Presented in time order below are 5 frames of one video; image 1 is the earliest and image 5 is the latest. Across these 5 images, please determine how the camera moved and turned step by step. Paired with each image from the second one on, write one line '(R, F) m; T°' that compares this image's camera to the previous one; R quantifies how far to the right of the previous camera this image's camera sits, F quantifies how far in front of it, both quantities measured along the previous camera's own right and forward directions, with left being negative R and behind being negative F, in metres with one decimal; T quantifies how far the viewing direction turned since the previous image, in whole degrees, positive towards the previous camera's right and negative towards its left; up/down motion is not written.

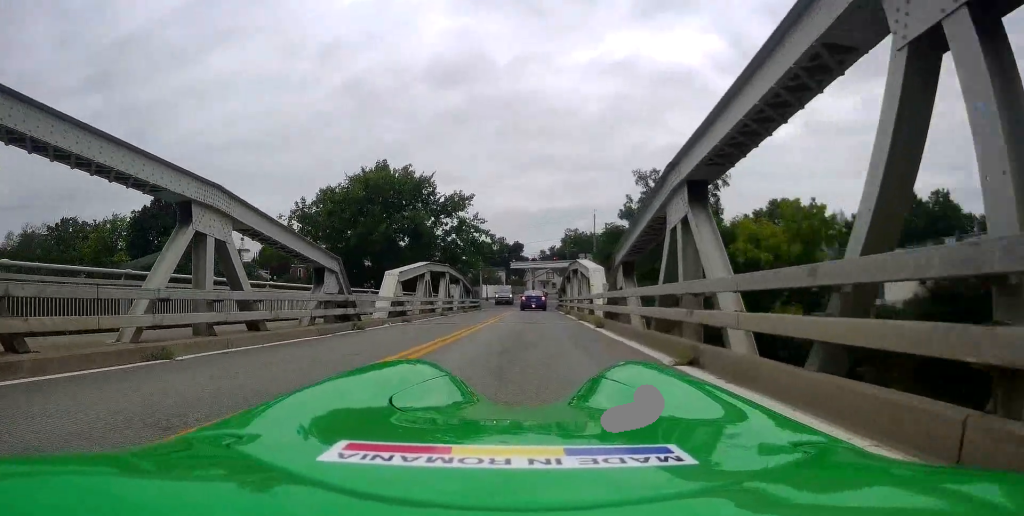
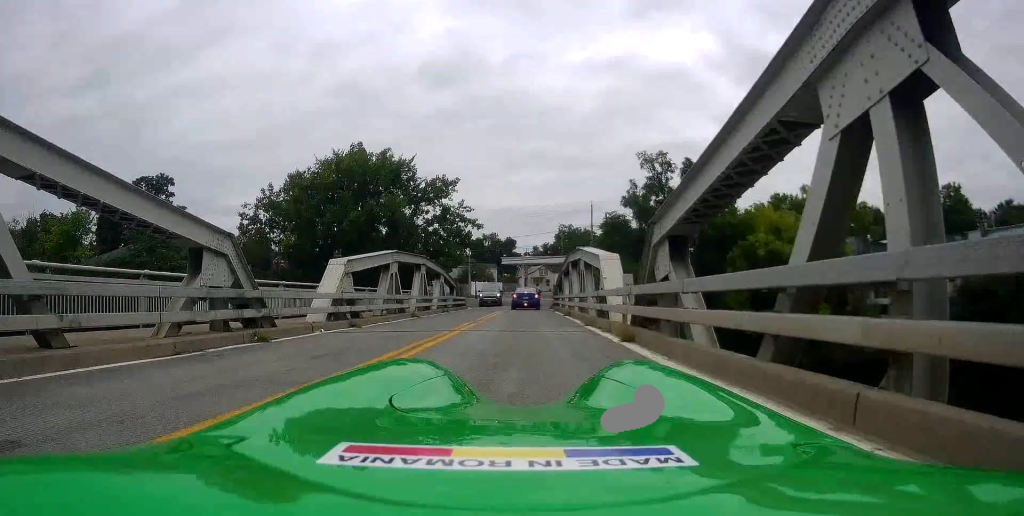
(0.0, +6.2) m; +1°
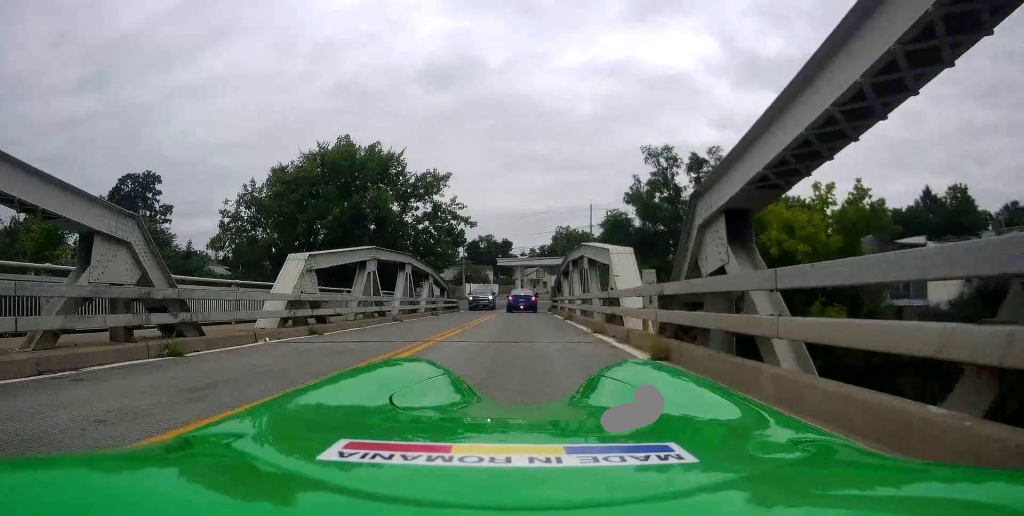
(+0.2, +3.1) m; 0°
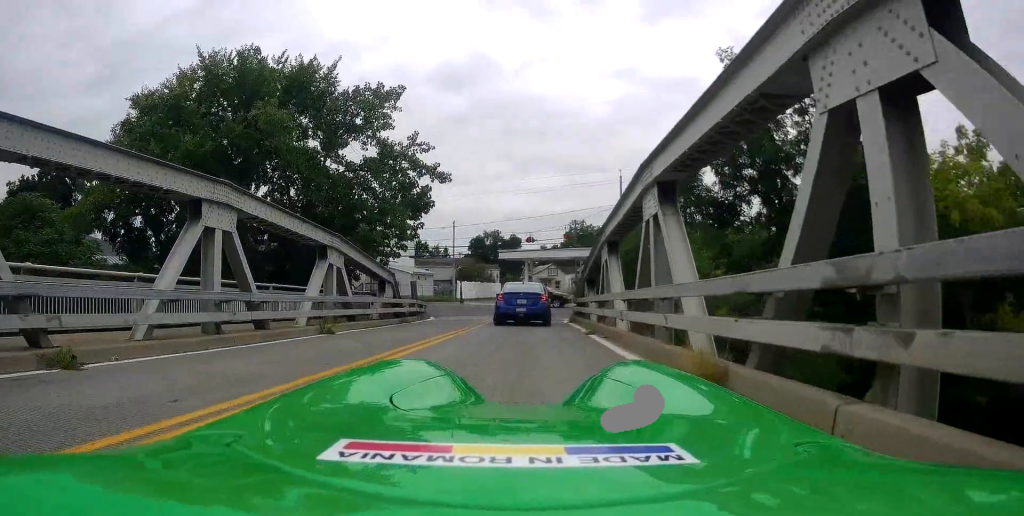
(-0.1, +19.9) m; -1°
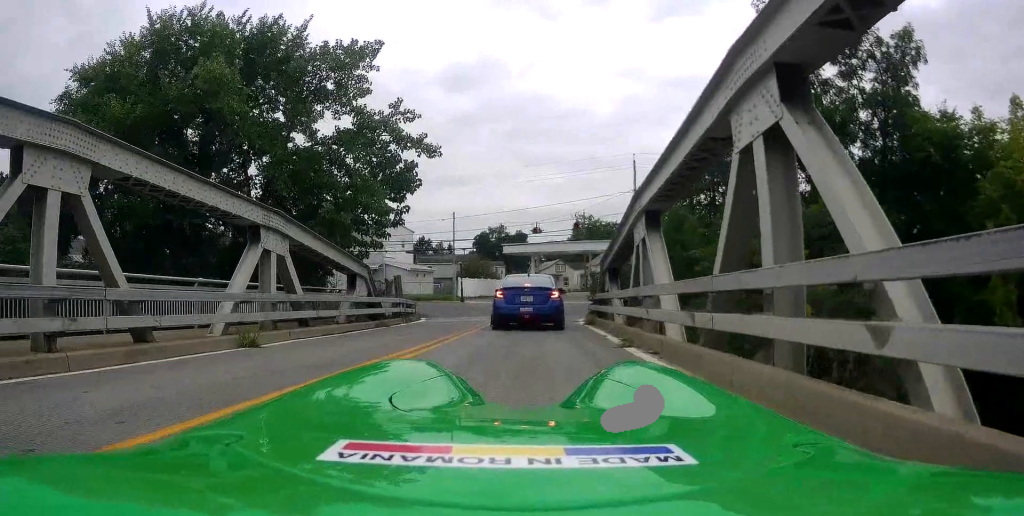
(-0.1, +5.2) m; +4°
